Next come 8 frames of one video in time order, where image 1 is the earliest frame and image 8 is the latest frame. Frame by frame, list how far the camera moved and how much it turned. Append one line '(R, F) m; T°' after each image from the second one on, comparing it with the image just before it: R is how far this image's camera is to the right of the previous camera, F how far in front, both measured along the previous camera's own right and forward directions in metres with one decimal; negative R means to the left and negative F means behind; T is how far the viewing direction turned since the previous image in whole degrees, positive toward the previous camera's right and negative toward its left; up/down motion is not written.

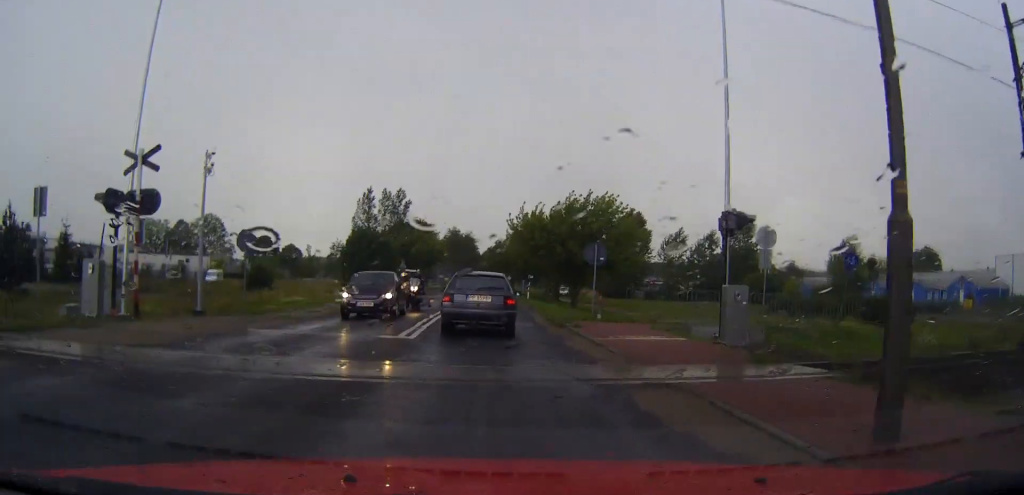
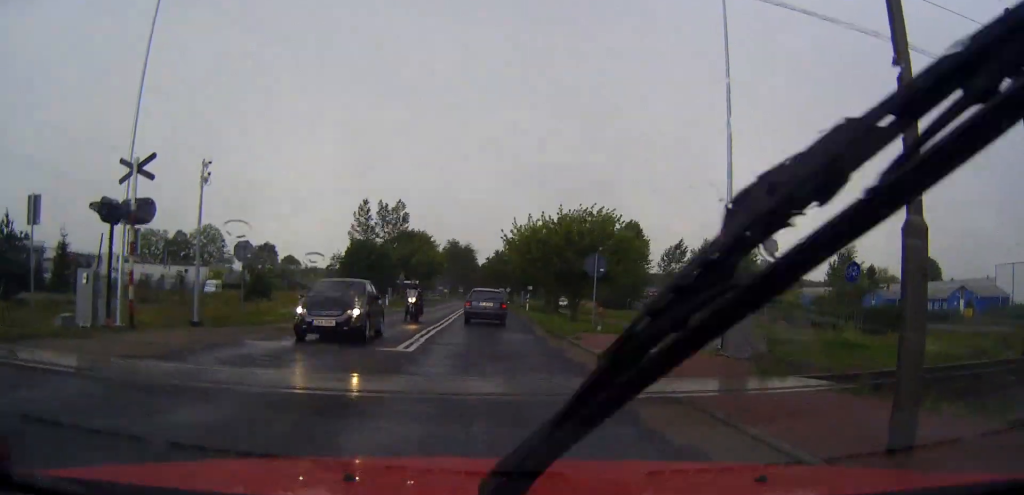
(0.0, +5.5) m; -1°
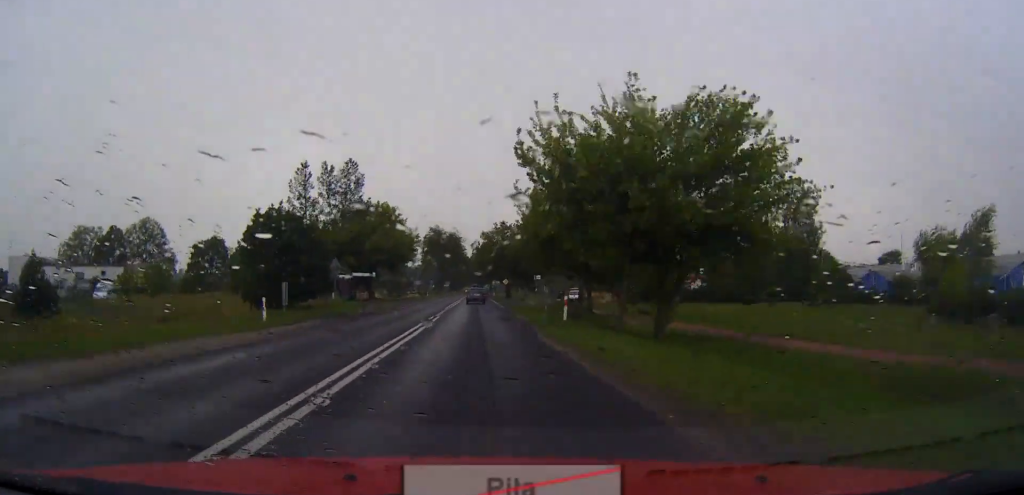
(-0.6, +40.0) m; -1°
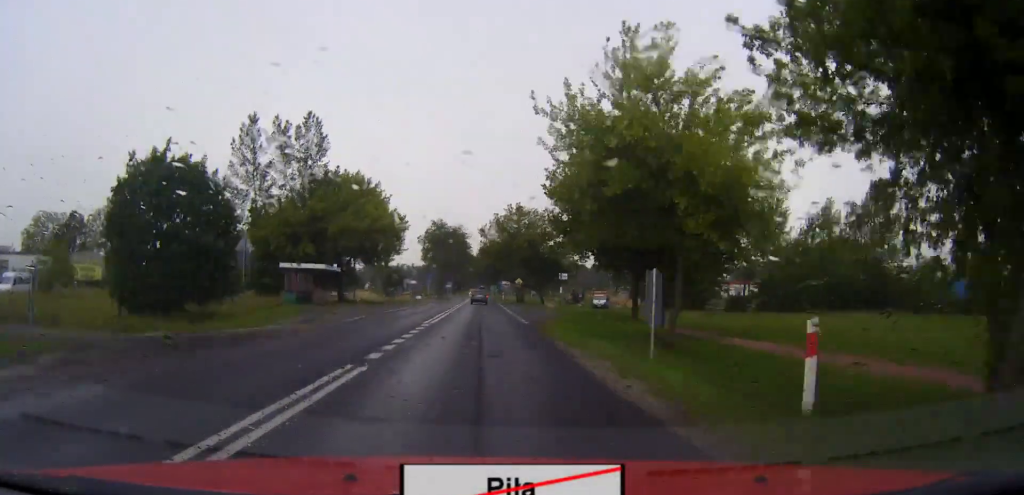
(0.0, +20.4) m; 0°
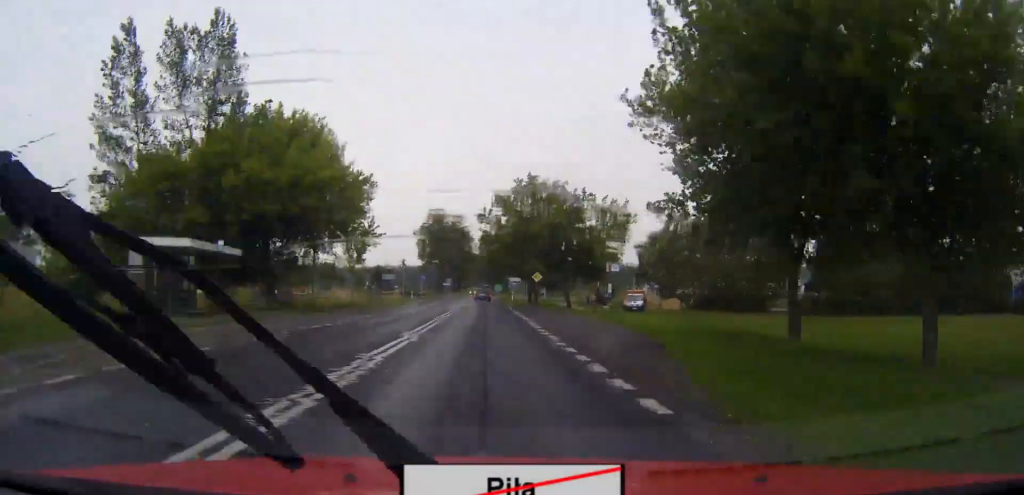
(0.0, +21.6) m; 0°
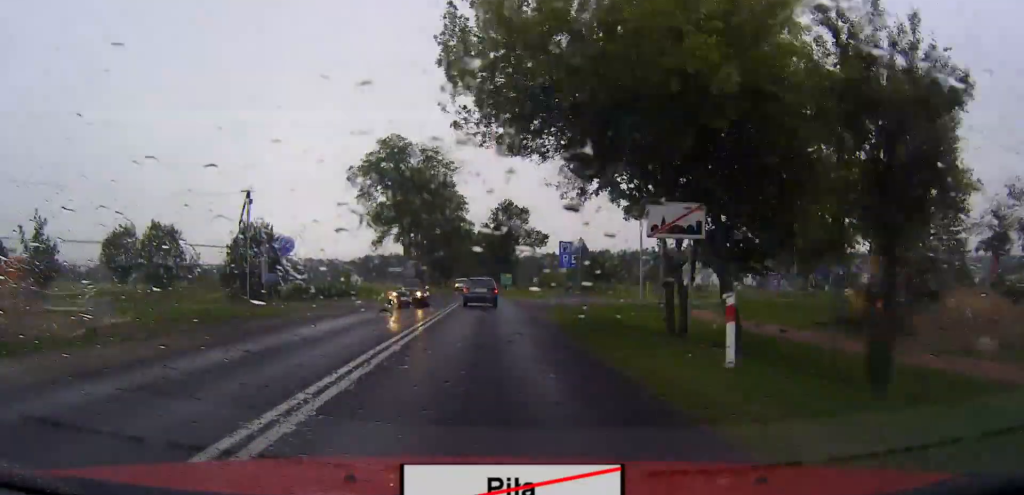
(+0.1, +63.2) m; +1°
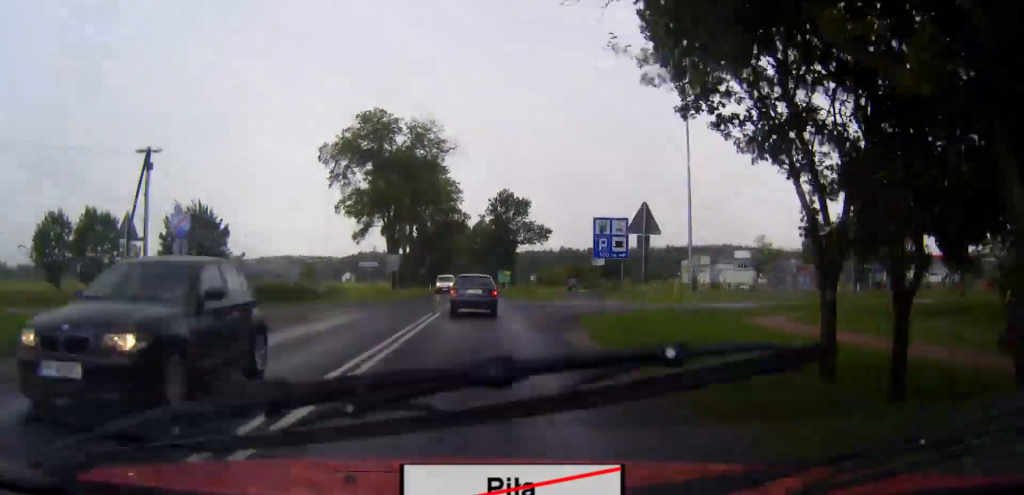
(0.0, +12.3) m; 0°
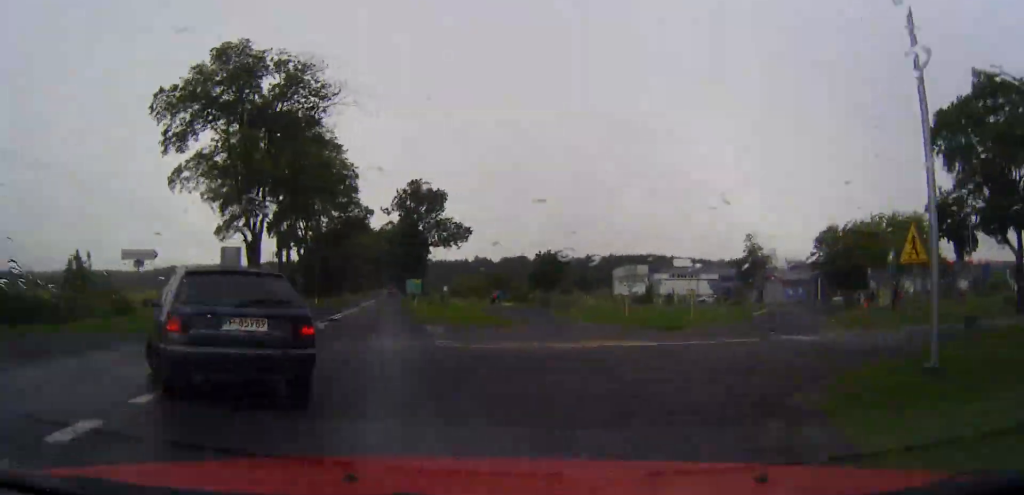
(+0.5, +35.7) m; -1°
